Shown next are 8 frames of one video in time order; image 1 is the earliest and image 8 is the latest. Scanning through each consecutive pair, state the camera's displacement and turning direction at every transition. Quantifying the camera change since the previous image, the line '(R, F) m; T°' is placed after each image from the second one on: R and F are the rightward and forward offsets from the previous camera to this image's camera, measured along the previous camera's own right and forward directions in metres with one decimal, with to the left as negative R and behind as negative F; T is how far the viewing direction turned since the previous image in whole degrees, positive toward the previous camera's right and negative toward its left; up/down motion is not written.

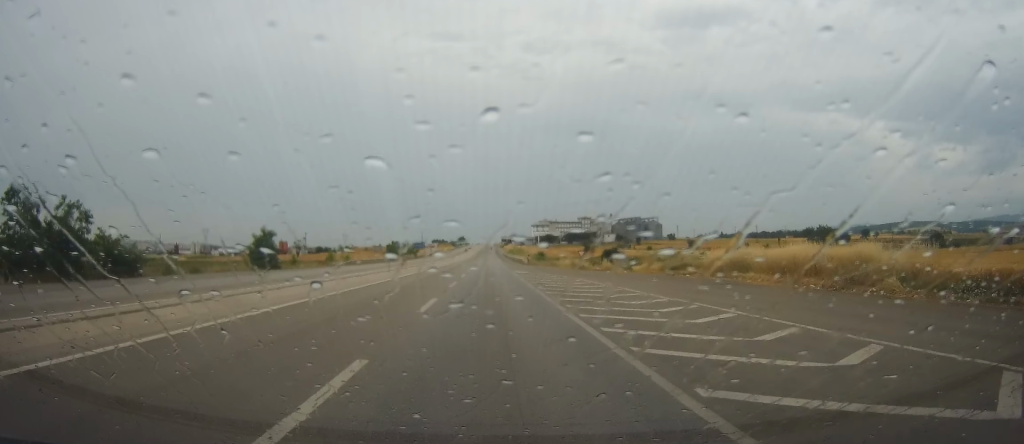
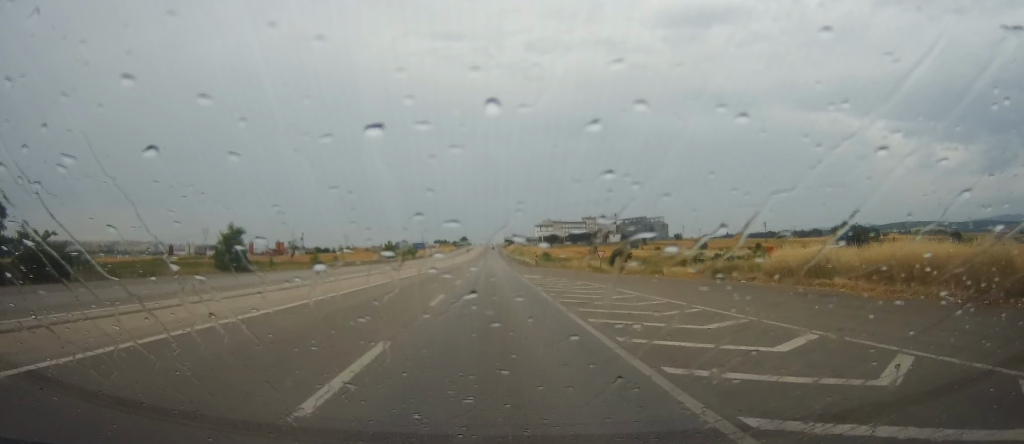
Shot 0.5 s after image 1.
(+0.2, +11.0) m; +1°
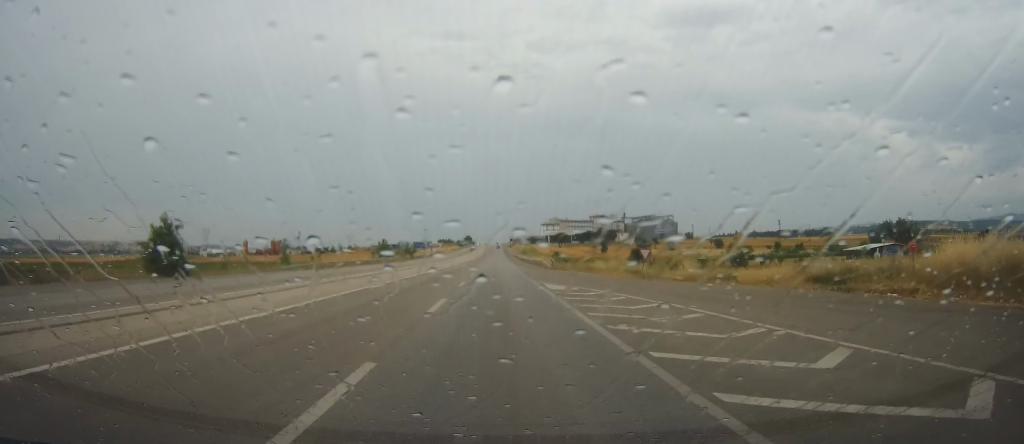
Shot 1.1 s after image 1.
(+0.1, +14.3) m; 0°
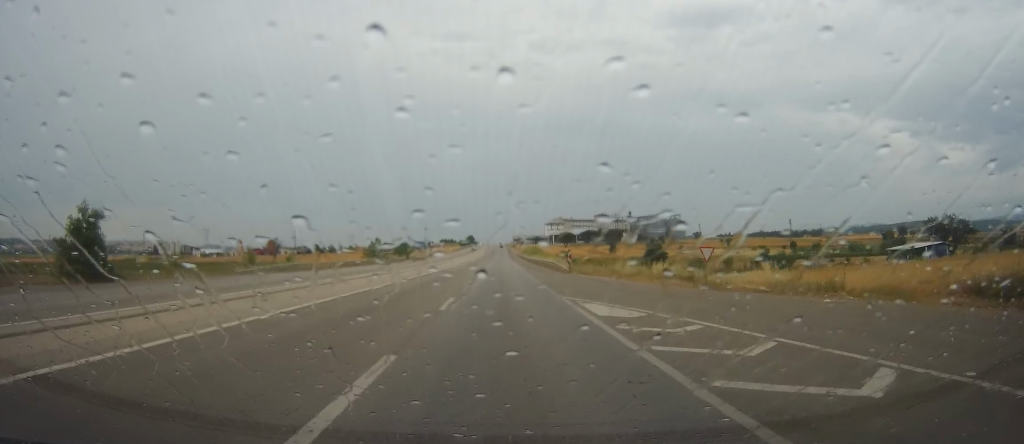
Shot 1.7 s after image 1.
(0.0, +11.8) m; 0°
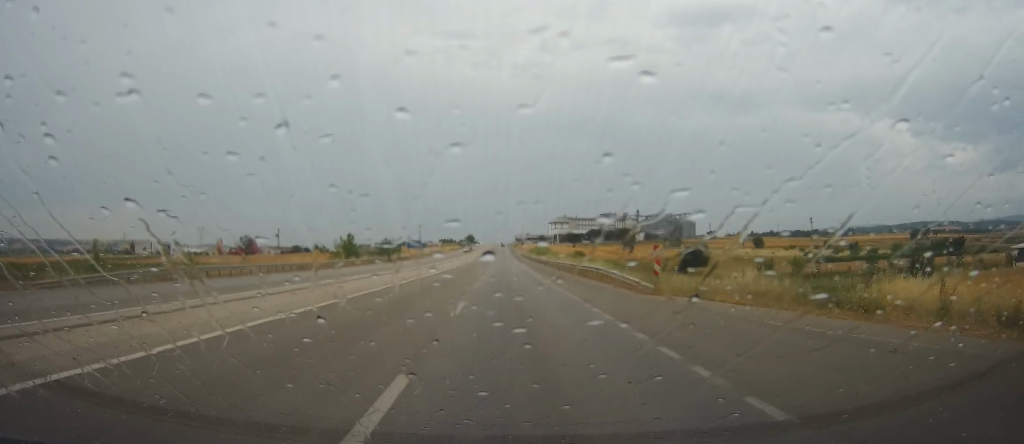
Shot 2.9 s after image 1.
(0.0, +26.1) m; 0°
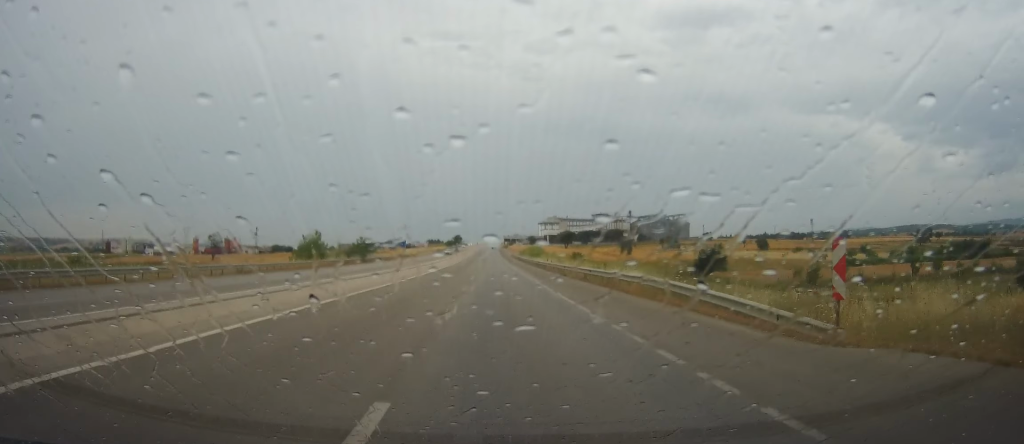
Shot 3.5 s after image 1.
(-0.1, +13.9) m; 0°
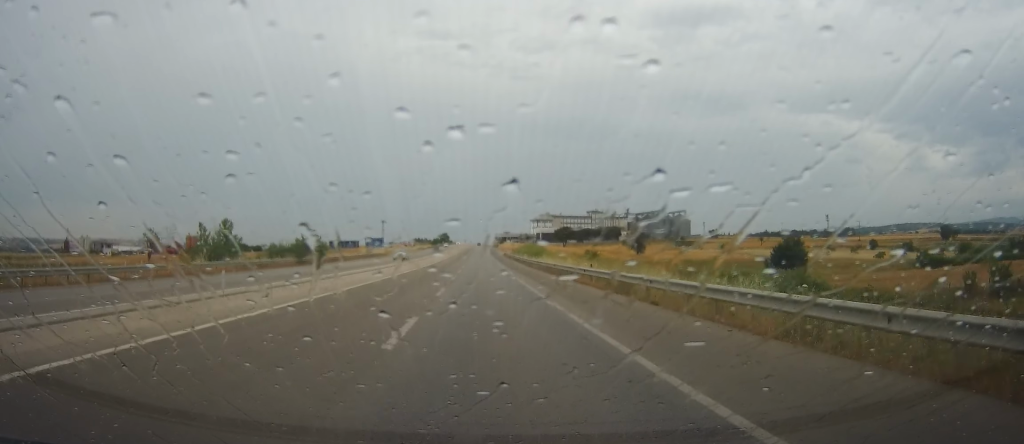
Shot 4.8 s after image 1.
(+0.1, +27.8) m; 0°
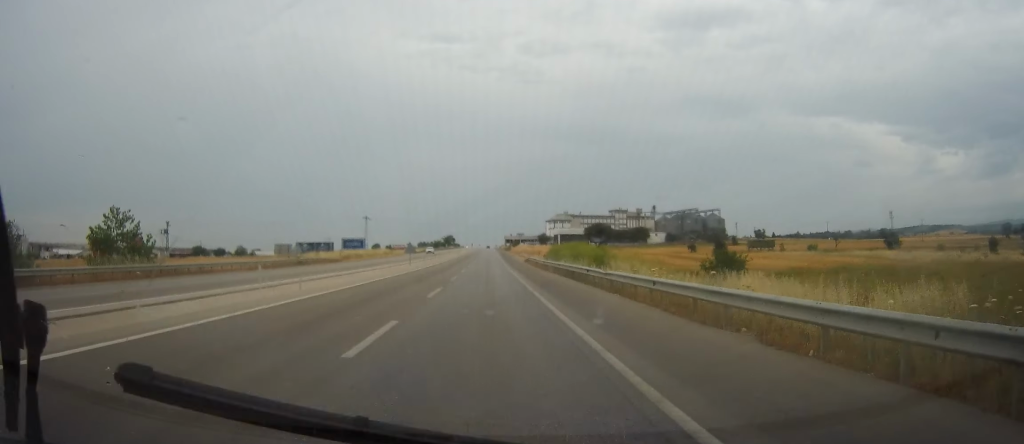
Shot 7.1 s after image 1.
(+1.0, +48.5) m; +1°
